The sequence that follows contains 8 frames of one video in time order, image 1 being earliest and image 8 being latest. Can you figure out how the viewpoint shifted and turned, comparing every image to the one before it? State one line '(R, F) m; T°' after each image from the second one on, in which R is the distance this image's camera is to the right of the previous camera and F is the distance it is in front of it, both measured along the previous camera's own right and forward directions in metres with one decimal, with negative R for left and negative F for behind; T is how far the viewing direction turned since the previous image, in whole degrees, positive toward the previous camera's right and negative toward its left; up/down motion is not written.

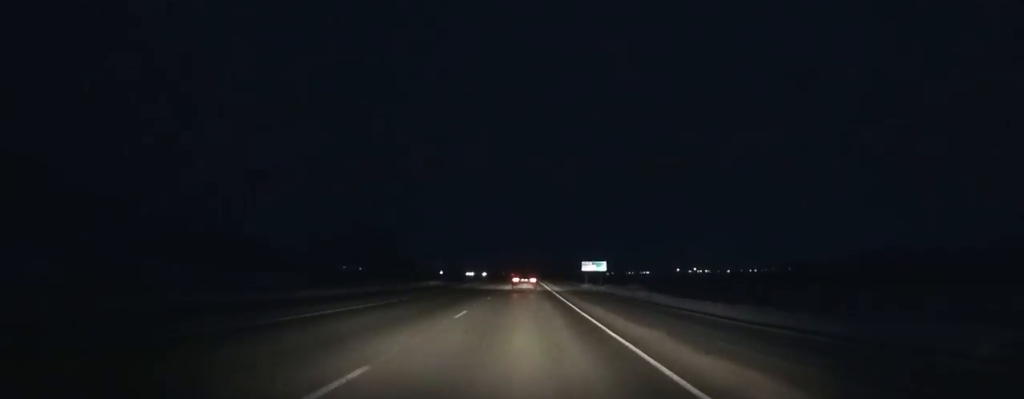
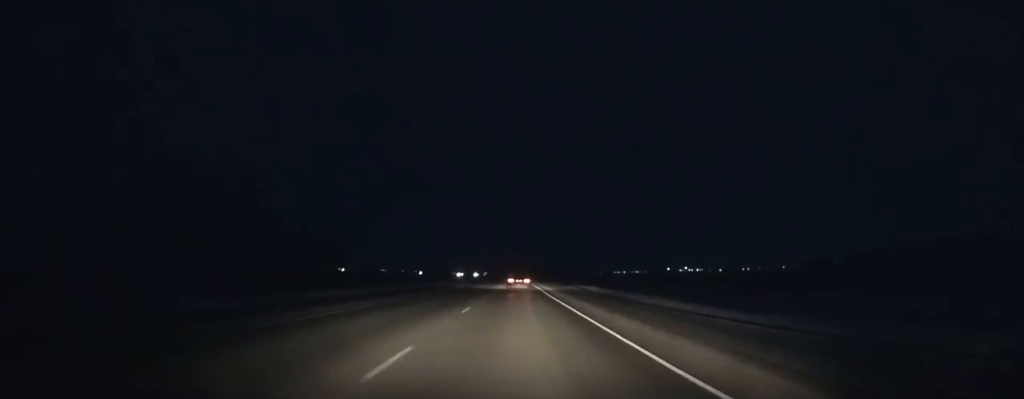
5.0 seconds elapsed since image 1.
(+1.2, +107.7) m; +1°
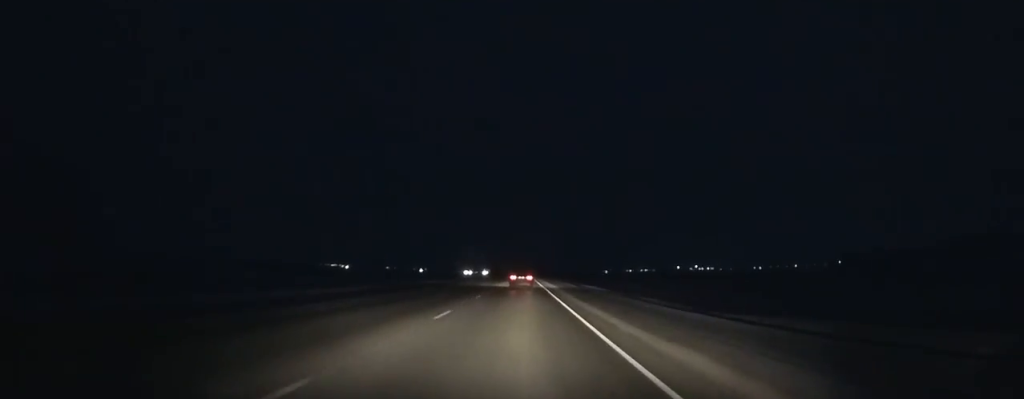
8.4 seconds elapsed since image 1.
(-0.3, +74.7) m; -1°
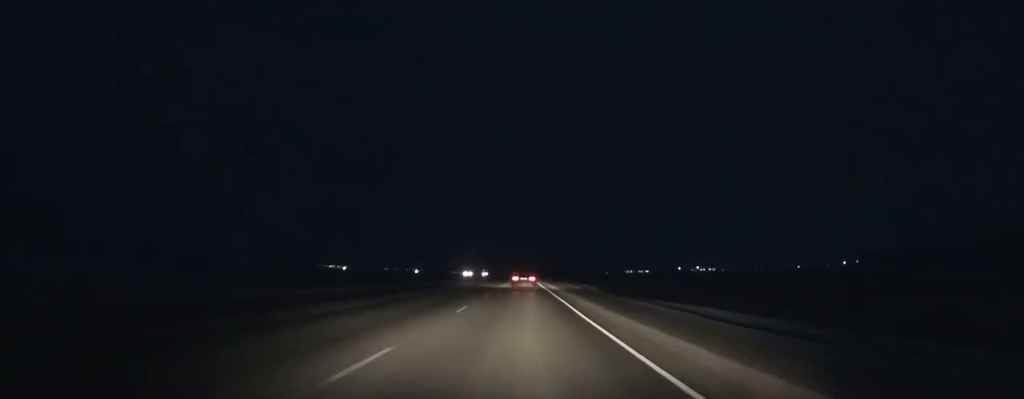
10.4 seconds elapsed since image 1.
(-0.1, +44.4) m; 0°
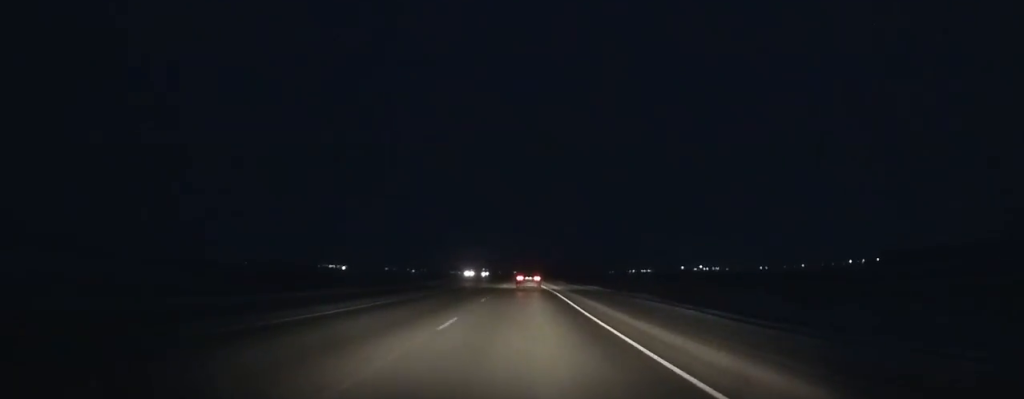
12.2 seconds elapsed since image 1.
(-0.1, +39.7) m; 0°
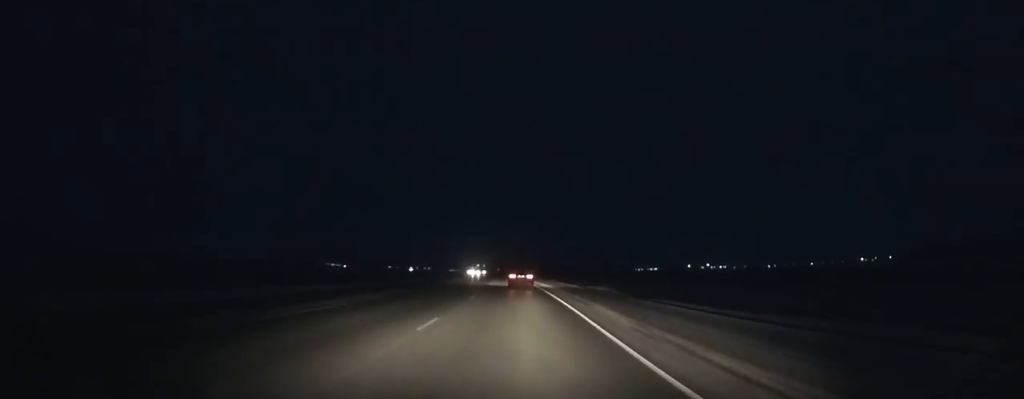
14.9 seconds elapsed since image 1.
(-0.3, +59.1) m; -1°
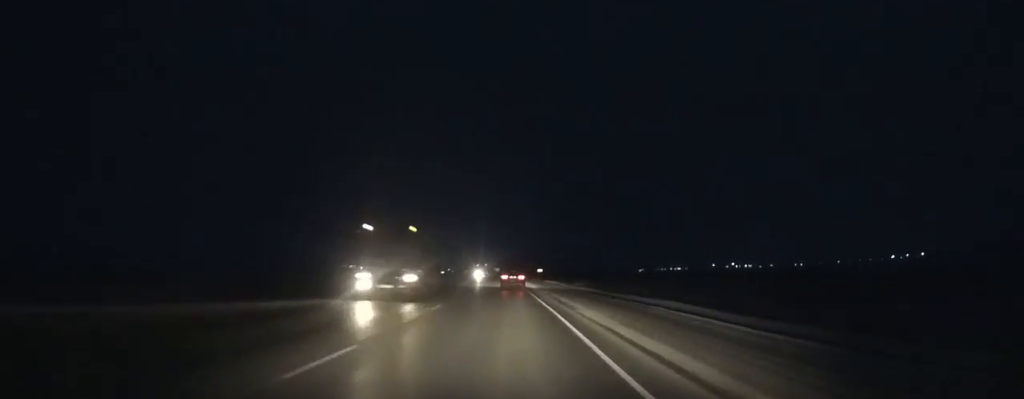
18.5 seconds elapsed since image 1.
(-1.6, +76.8) m; -2°
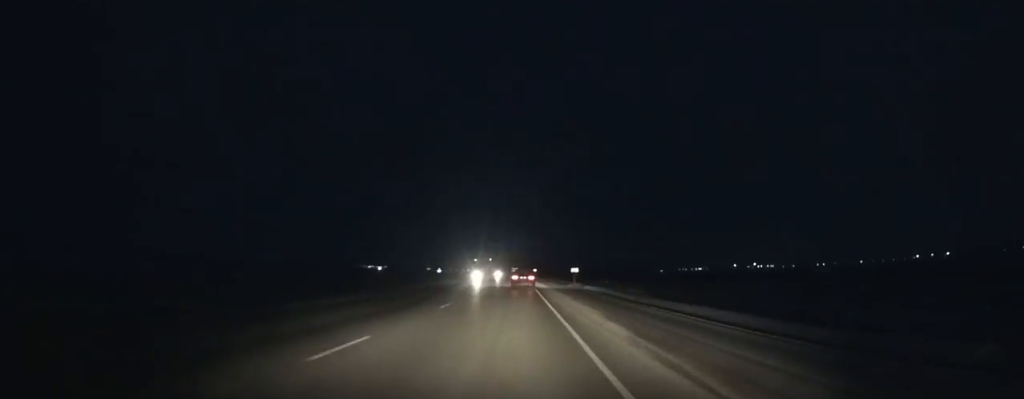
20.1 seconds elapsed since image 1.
(-0.3, +33.6) m; -1°
